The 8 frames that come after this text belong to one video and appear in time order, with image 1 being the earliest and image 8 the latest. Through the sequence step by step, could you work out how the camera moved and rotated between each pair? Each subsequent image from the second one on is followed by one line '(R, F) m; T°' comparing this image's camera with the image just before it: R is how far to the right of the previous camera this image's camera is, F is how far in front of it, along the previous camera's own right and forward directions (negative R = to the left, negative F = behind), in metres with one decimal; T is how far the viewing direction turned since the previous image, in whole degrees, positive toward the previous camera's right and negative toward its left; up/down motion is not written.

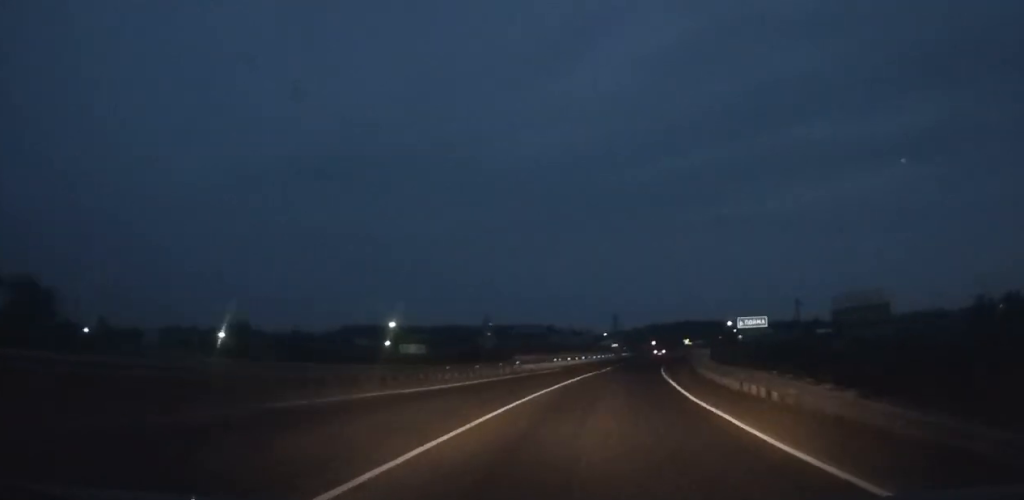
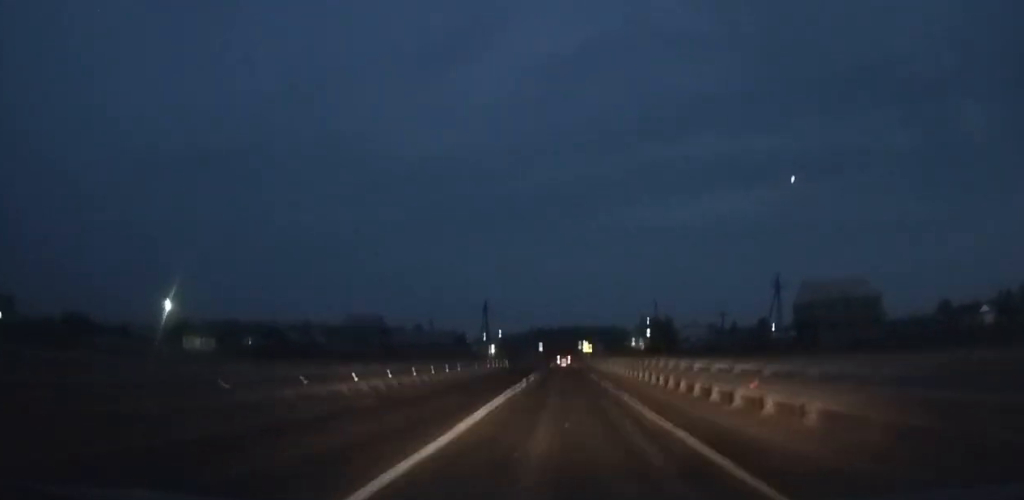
(+5.1, +49.6) m; +7°
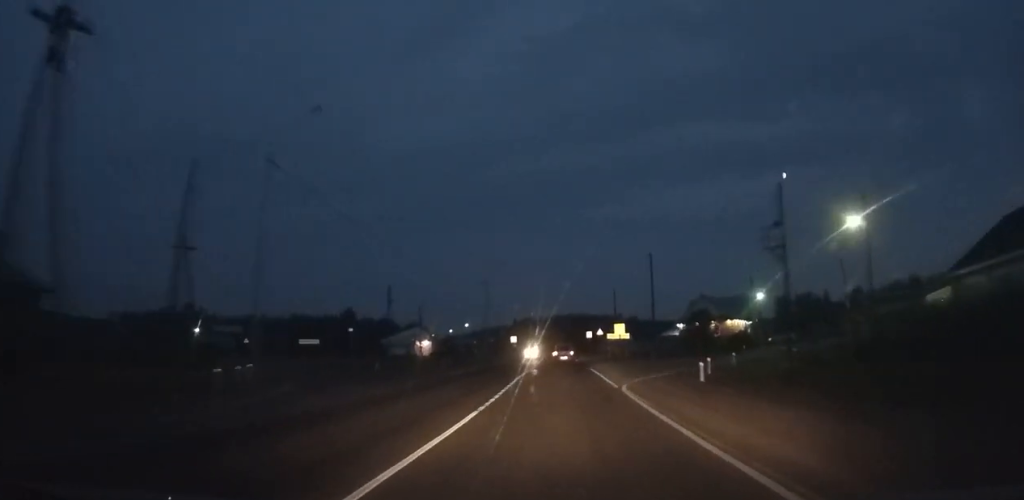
(+1.9, +91.3) m; +2°
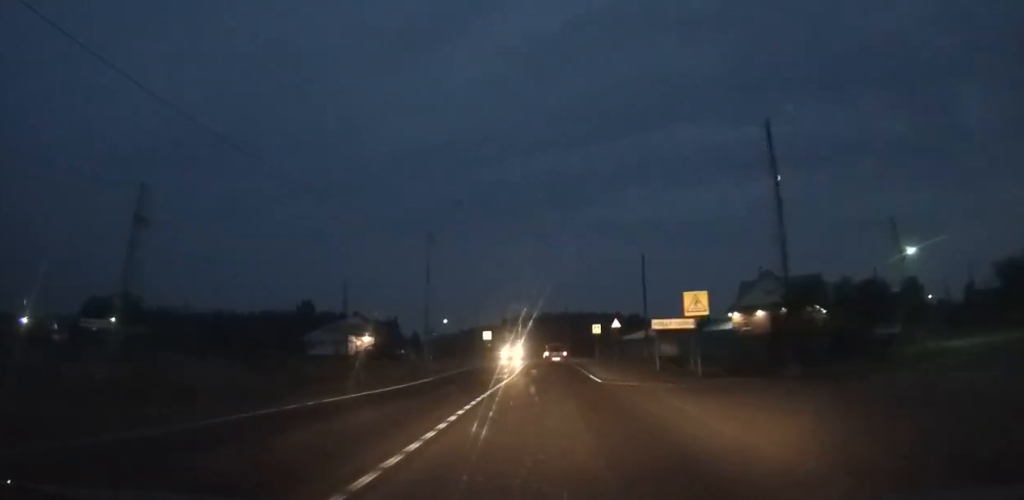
(+0.2, +30.2) m; 0°
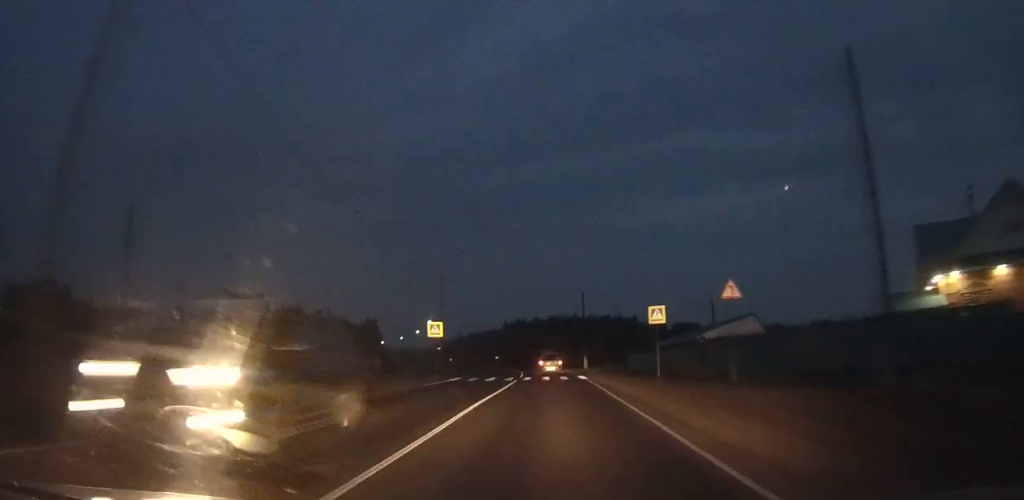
(0.0, +35.3) m; -2°
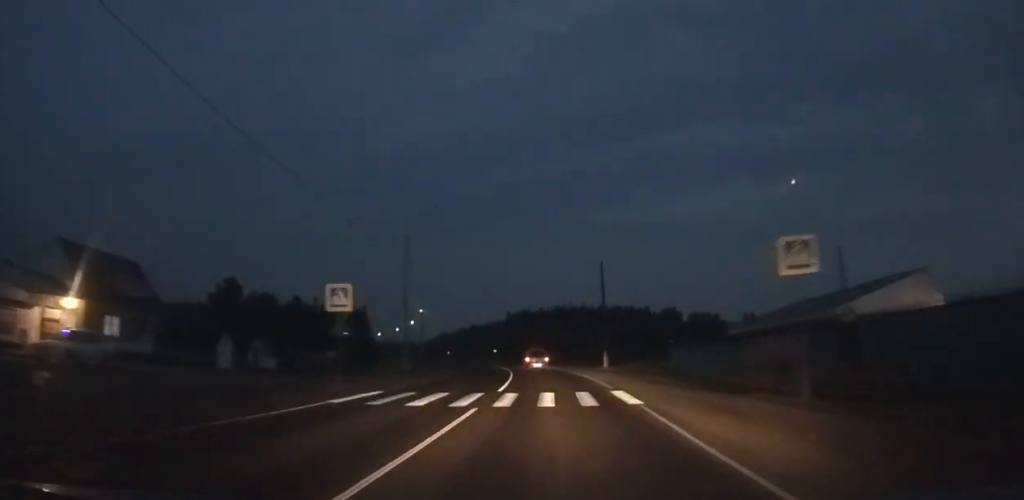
(-0.6, +18.3) m; -2°
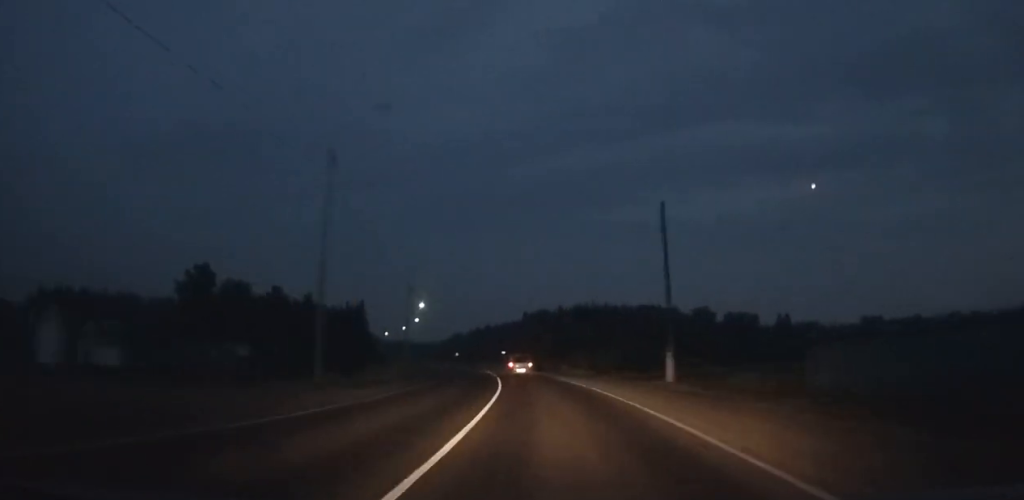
(0.0, +19.8) m; -3°
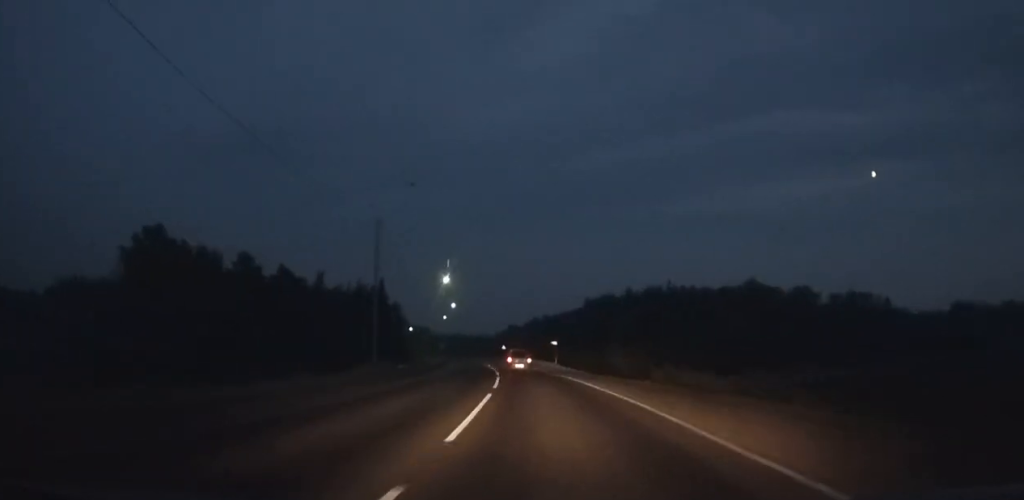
(-1.7, +36.2) m; -5°
